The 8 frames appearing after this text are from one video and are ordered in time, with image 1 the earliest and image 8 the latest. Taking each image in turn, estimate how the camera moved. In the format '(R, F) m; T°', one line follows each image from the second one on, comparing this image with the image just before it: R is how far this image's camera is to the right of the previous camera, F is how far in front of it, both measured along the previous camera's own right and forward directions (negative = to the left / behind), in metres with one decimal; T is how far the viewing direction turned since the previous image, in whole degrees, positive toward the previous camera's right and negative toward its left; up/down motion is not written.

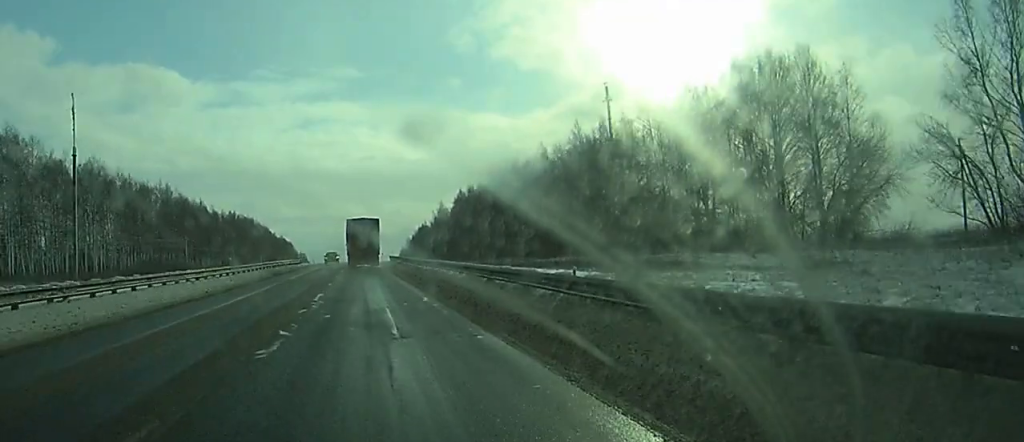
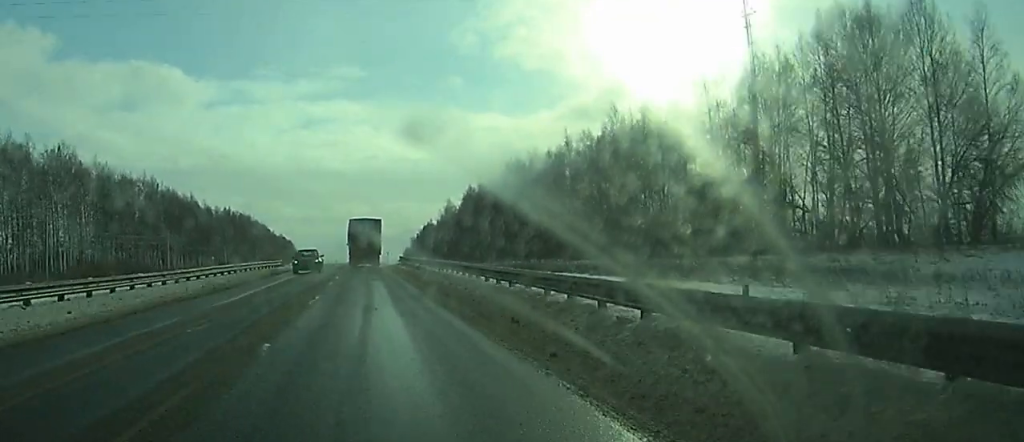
(+0.1, +21.6) m; +1°
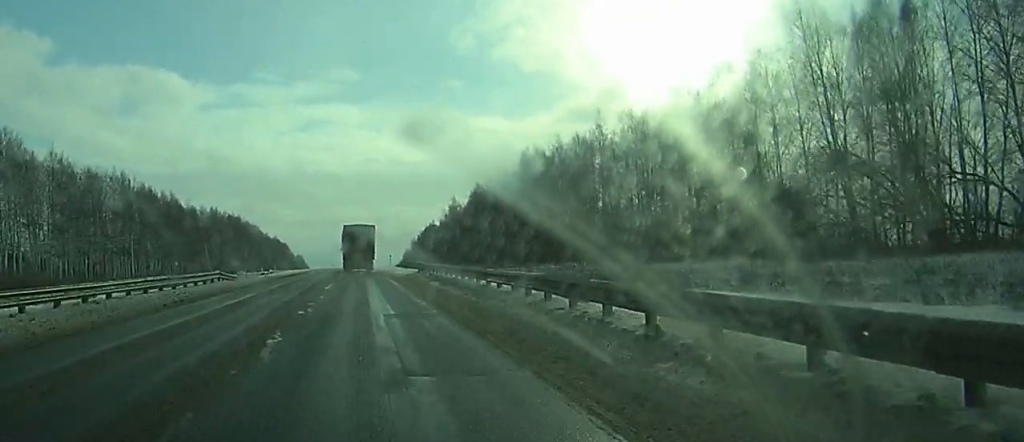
(+0.1, +27.5) m; 0°
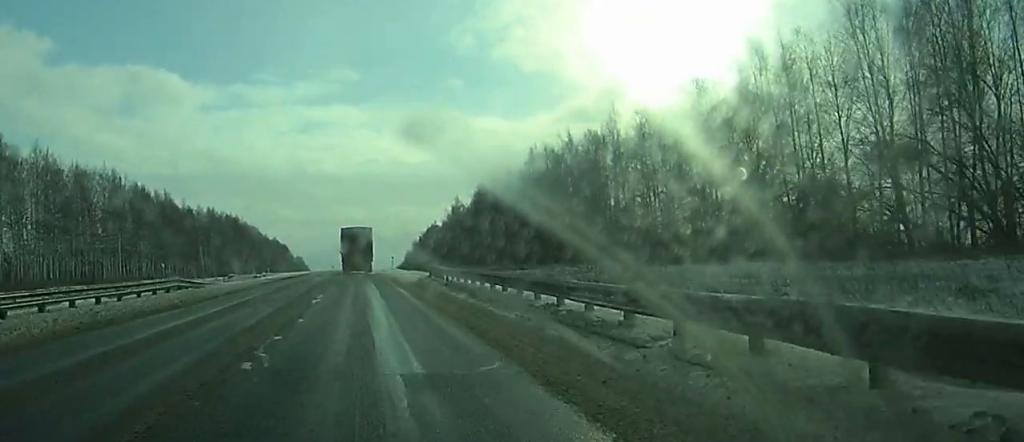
(0.0, +8.7) m; 0°
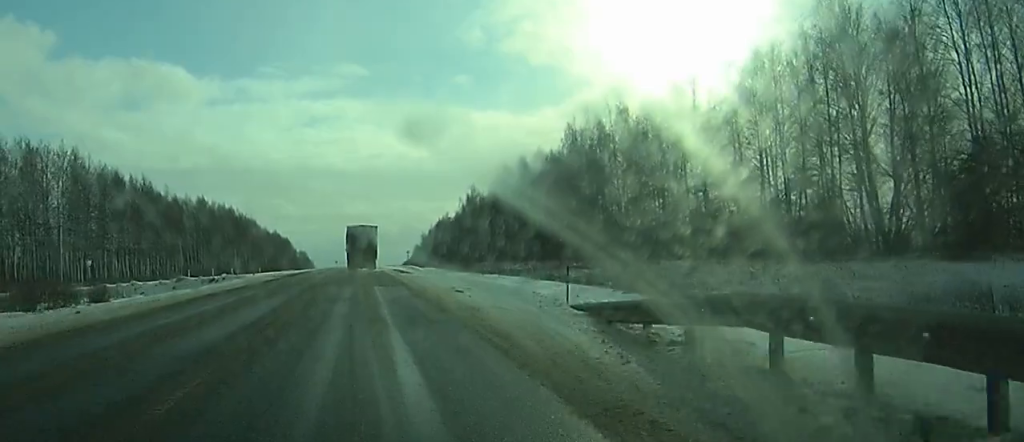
(+0.3, +32.5) m; +1°
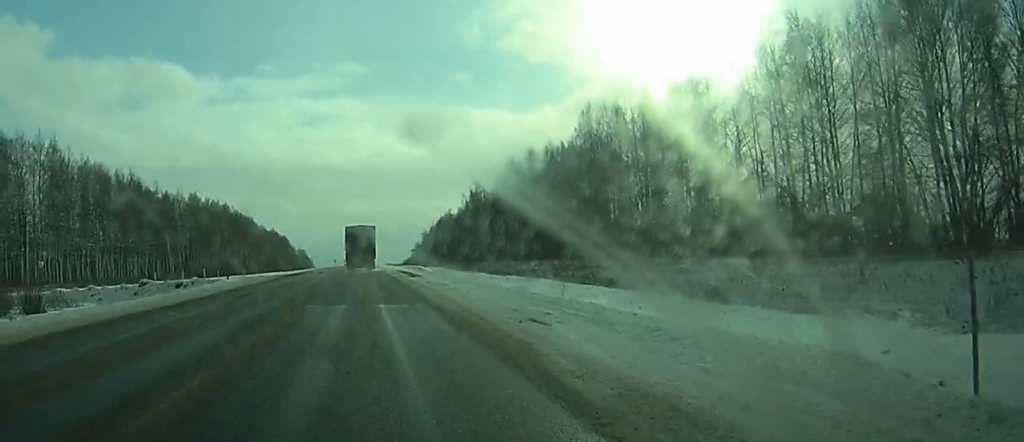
(-0.1, +12.4) m; 0°
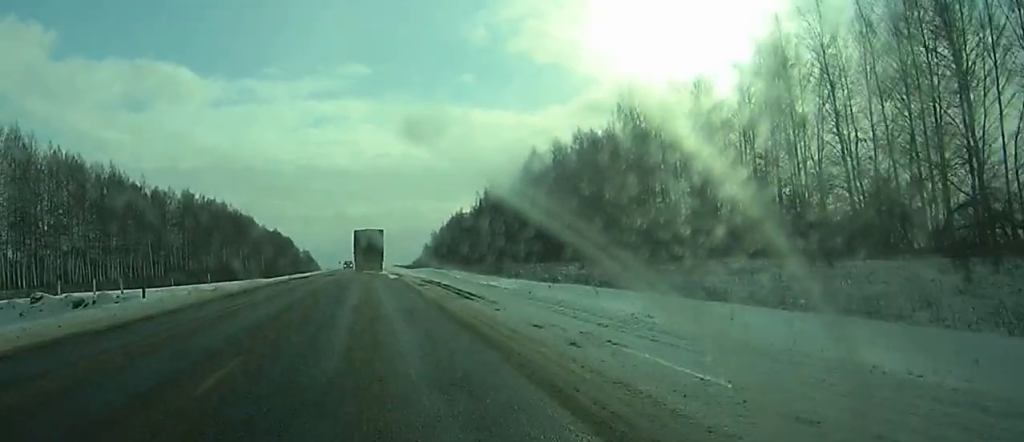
(0.0, +22.1) m; 0°
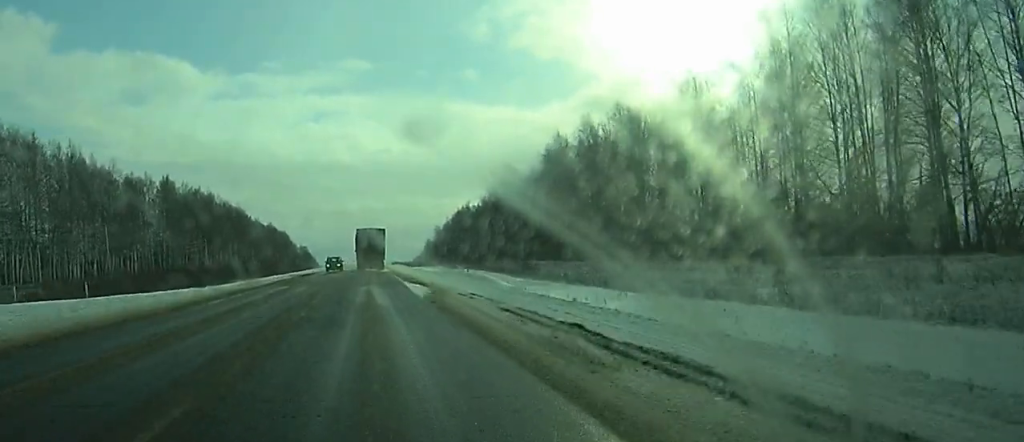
(-0.3, +27.2) m; -1°
